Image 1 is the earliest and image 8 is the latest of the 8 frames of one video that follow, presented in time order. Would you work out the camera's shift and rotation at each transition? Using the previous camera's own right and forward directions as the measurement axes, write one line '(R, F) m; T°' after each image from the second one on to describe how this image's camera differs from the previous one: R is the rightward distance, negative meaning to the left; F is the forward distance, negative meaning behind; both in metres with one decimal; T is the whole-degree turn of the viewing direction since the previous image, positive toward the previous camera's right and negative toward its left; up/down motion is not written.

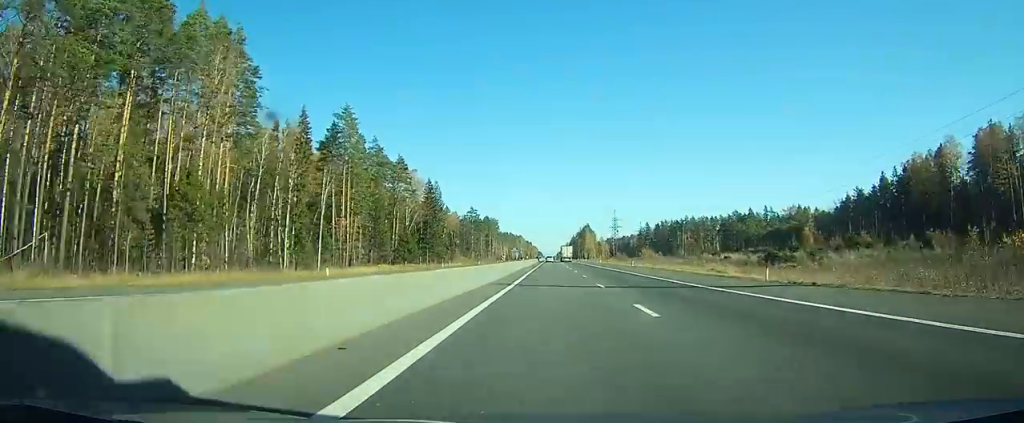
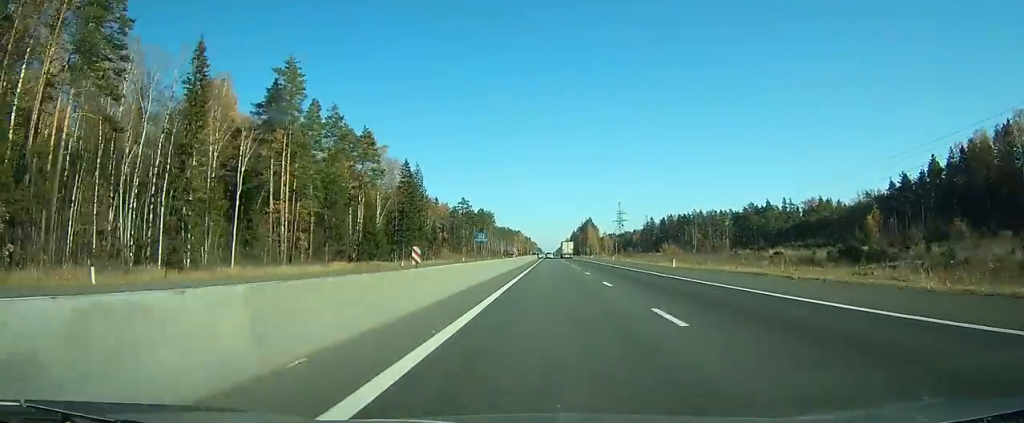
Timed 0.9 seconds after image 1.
(-0.1, +24.8) m; 0°
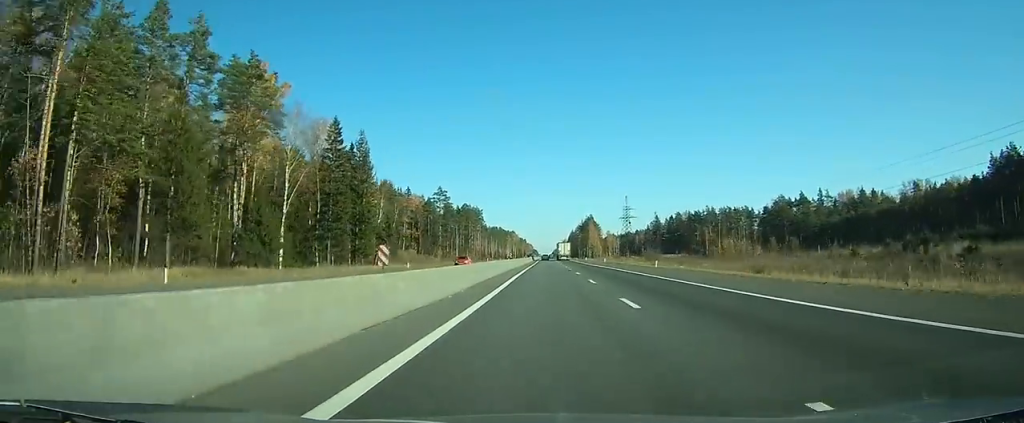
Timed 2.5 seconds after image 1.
(-0.1, +42.4) m; 0°
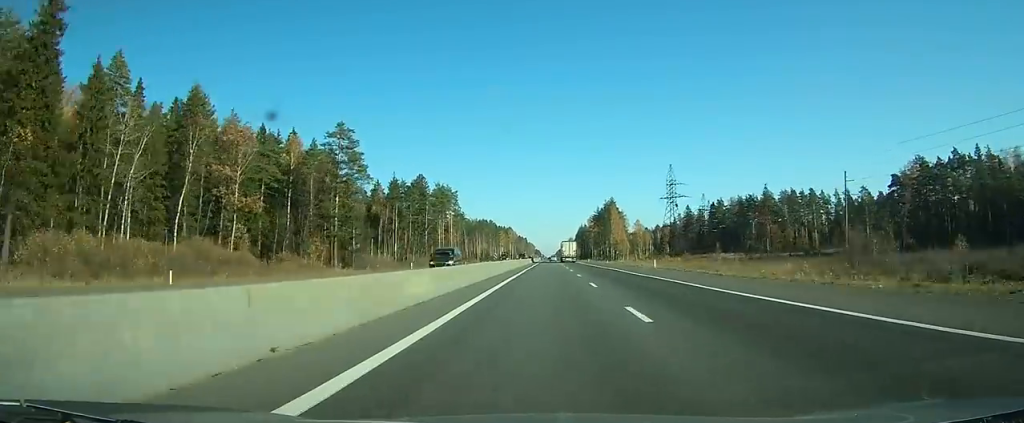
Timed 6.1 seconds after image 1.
(0.0, +99.9) m; 0°
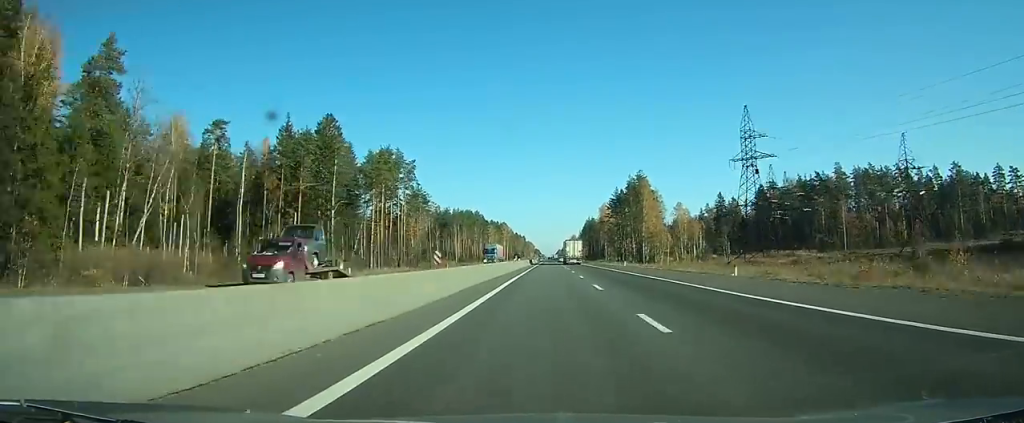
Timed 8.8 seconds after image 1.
(+0.1, +75.7) m; 0°
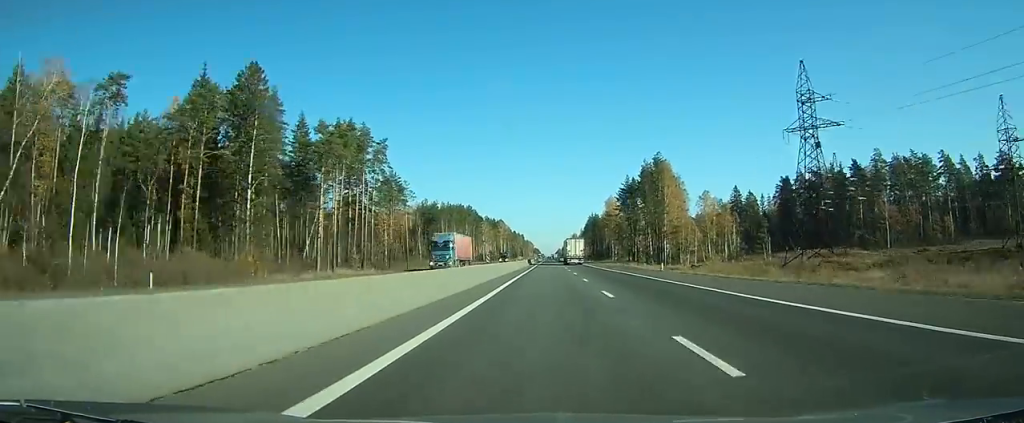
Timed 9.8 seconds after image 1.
(+0.1, +27.7) m; 0°
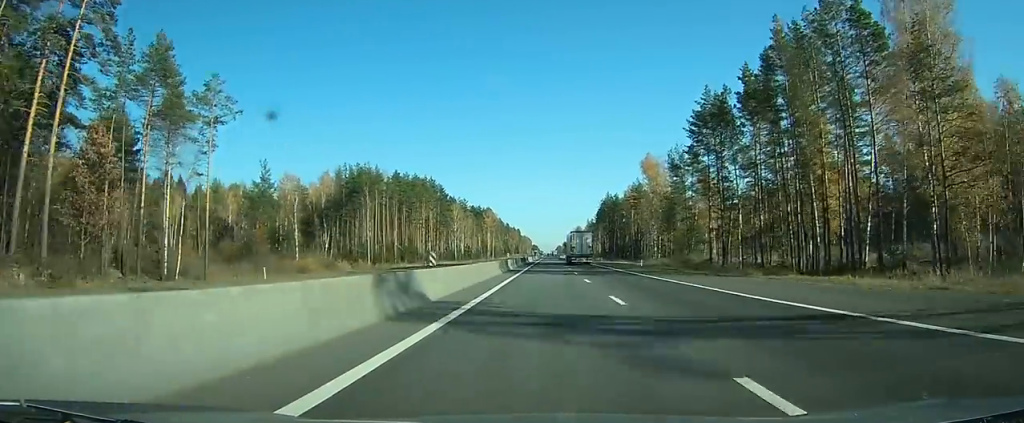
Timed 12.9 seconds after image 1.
(0.0, +84.0) m; 0°
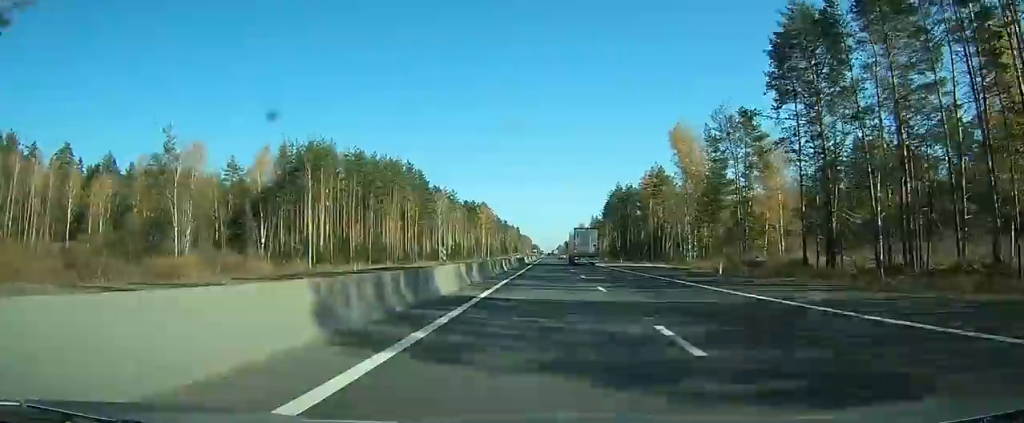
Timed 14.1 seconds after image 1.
(0.0, +30.4) m; 0°
